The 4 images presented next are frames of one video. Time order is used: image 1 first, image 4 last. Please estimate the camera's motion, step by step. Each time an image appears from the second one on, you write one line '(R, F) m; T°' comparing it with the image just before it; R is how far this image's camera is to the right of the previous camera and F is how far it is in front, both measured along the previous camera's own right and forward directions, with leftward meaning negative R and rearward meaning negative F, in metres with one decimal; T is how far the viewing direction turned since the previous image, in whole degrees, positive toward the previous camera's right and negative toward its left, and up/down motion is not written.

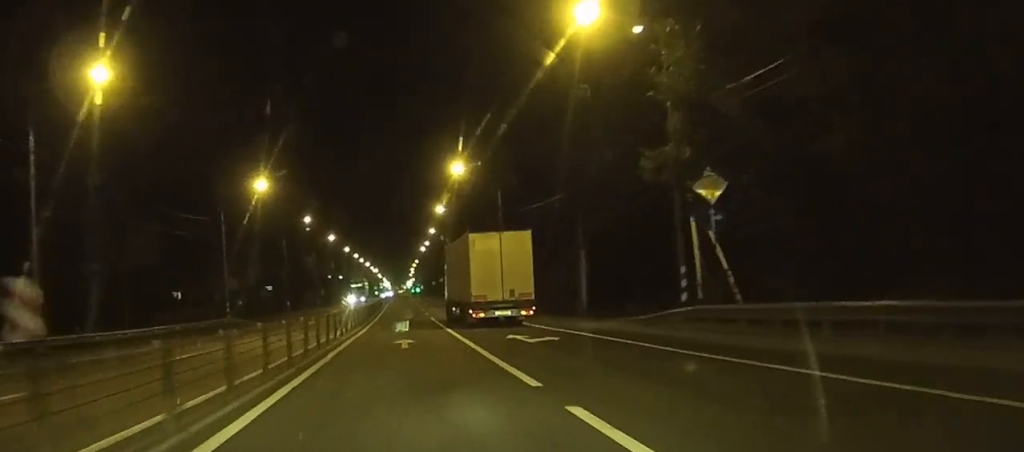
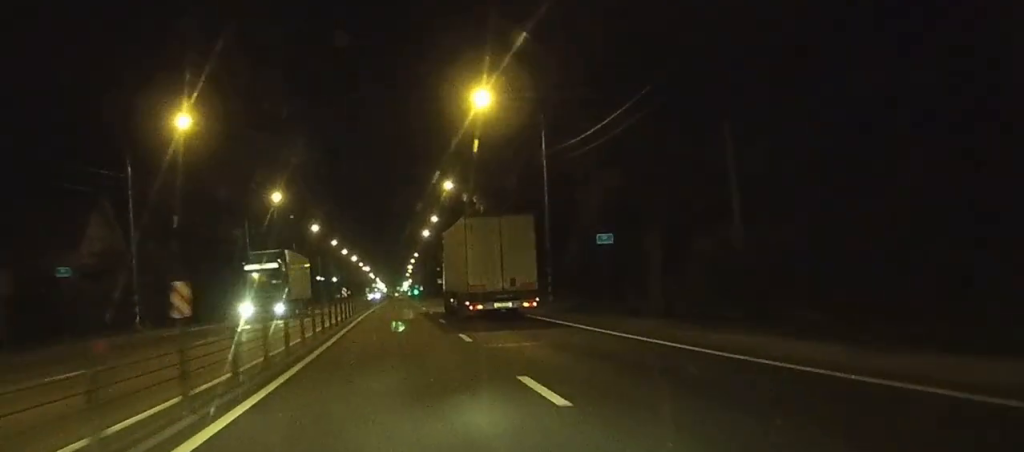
(+0.4, +54.1) m; 0°
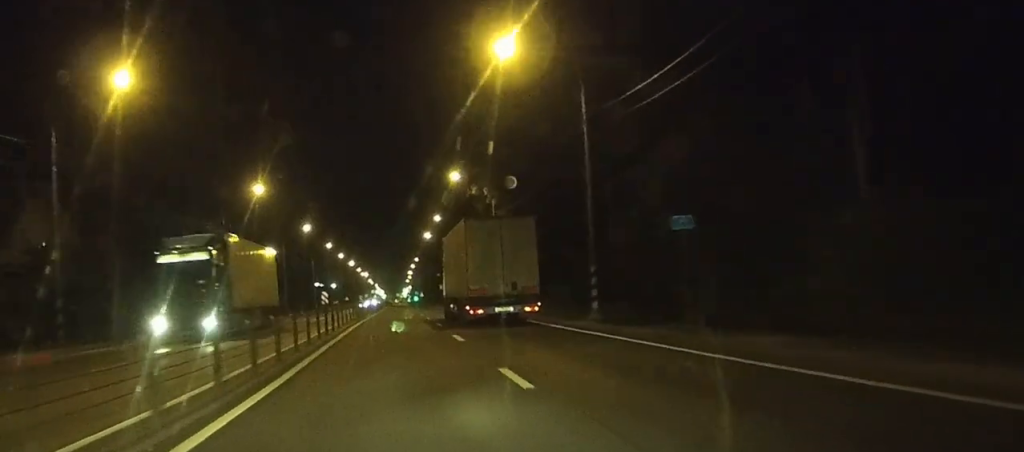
(-0.1, +9.6) m; 0°
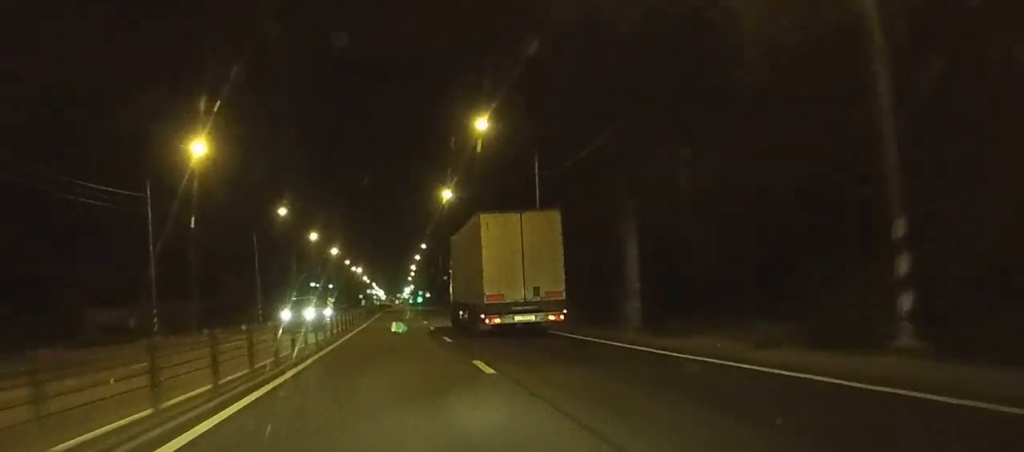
(+0.2, +55.2) m; 0°
